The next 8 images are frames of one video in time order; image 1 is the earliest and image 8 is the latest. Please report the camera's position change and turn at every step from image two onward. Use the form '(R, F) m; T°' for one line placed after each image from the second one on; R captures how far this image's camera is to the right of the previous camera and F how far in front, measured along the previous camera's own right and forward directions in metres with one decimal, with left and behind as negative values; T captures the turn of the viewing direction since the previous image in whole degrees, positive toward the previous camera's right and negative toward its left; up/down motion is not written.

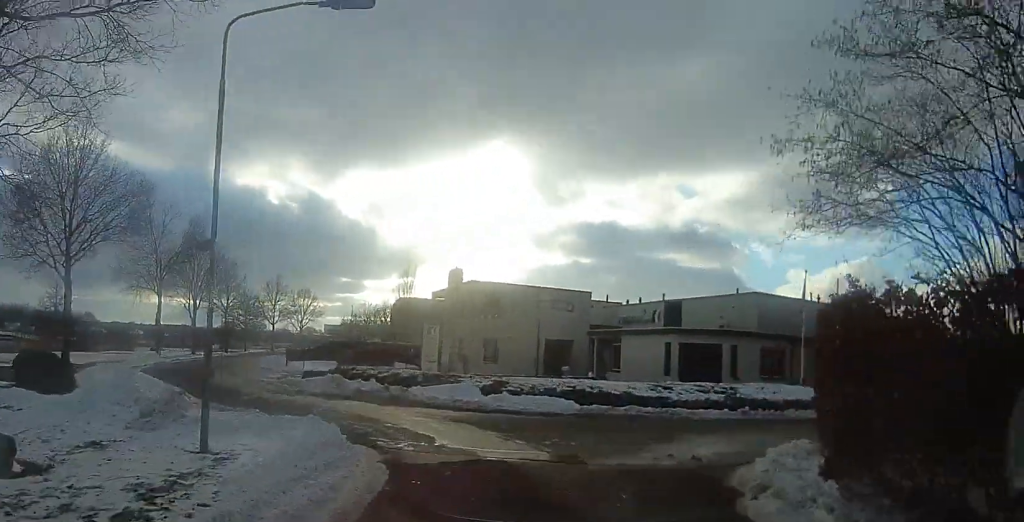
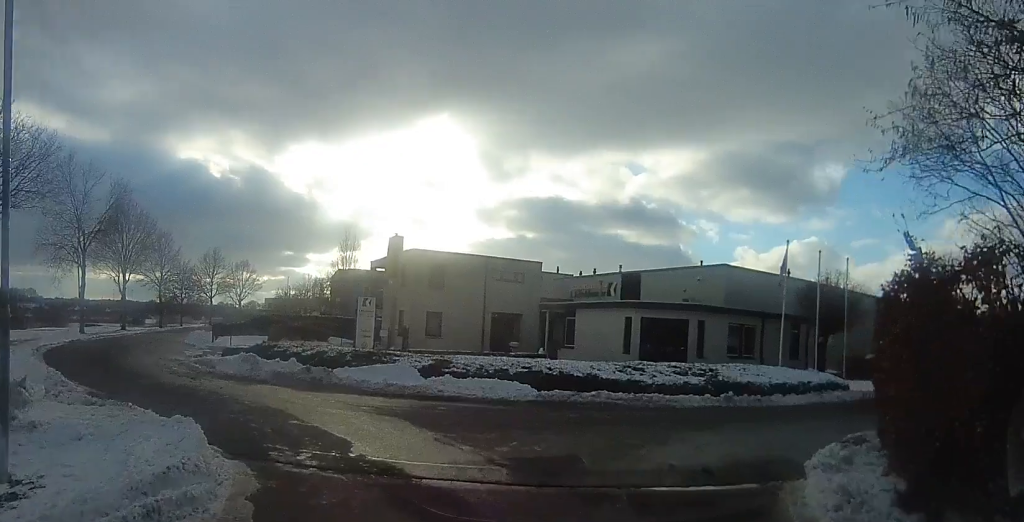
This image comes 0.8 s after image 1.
(+0.1, +2.8) m; +12°
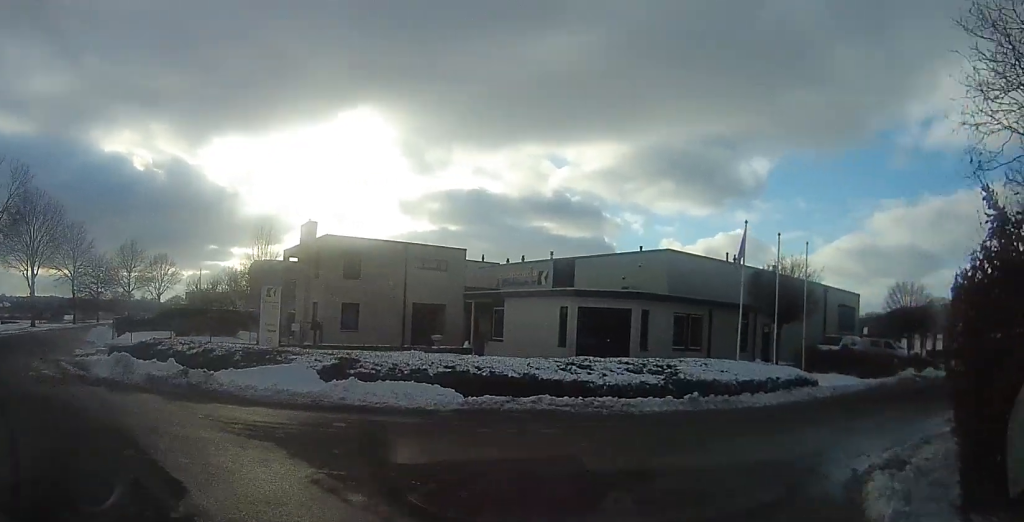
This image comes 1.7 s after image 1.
(+0.5, +2.8) m; +13°
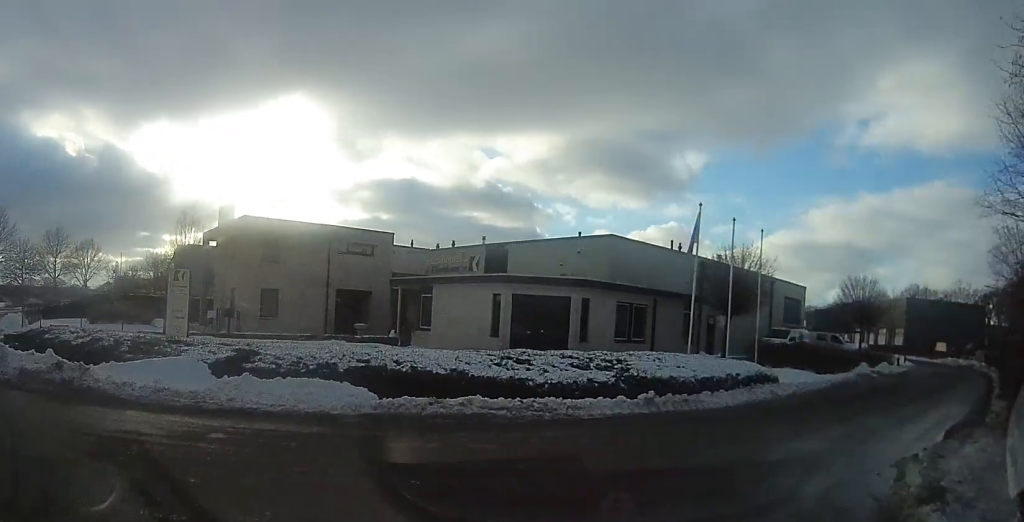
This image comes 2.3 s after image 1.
(0.0, +1.9) m; +9°
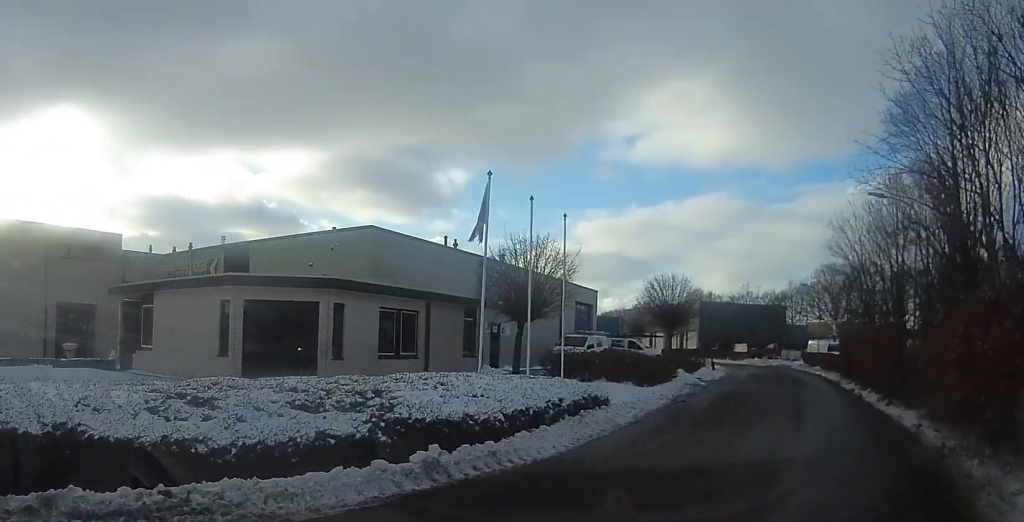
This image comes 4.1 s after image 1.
(+1.2, +5.2) m; +27°
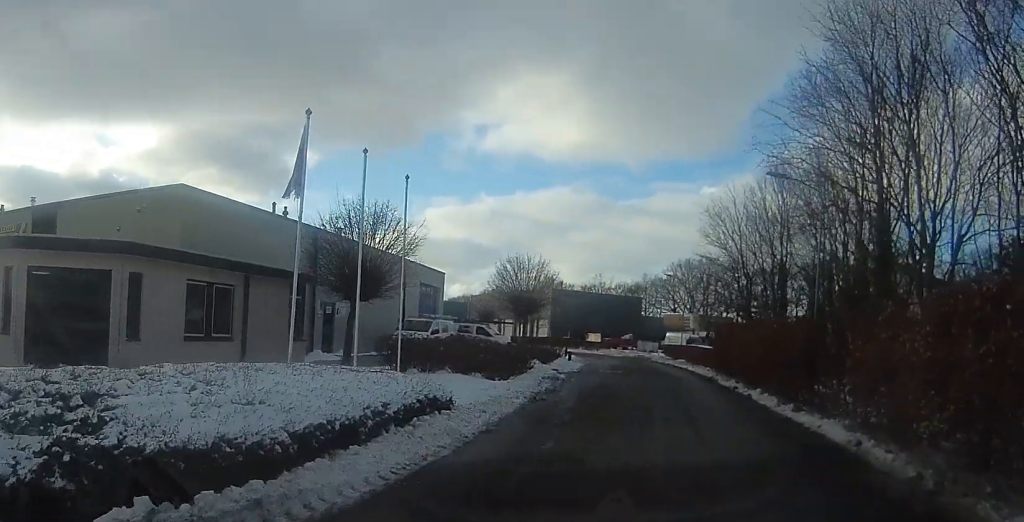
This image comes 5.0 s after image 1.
(+0.4, +3.0) m; +20°
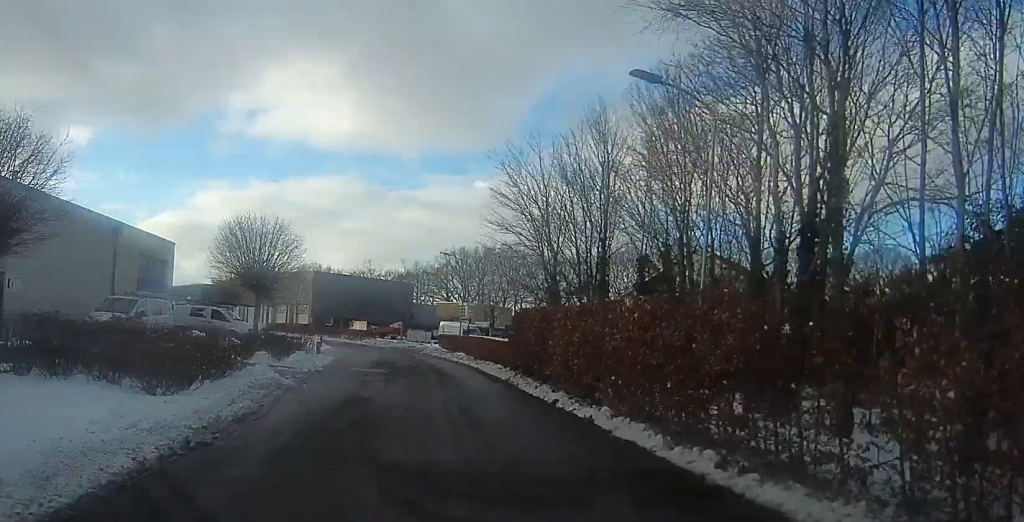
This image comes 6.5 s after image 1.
(+1.8, +6.8) m; +8°
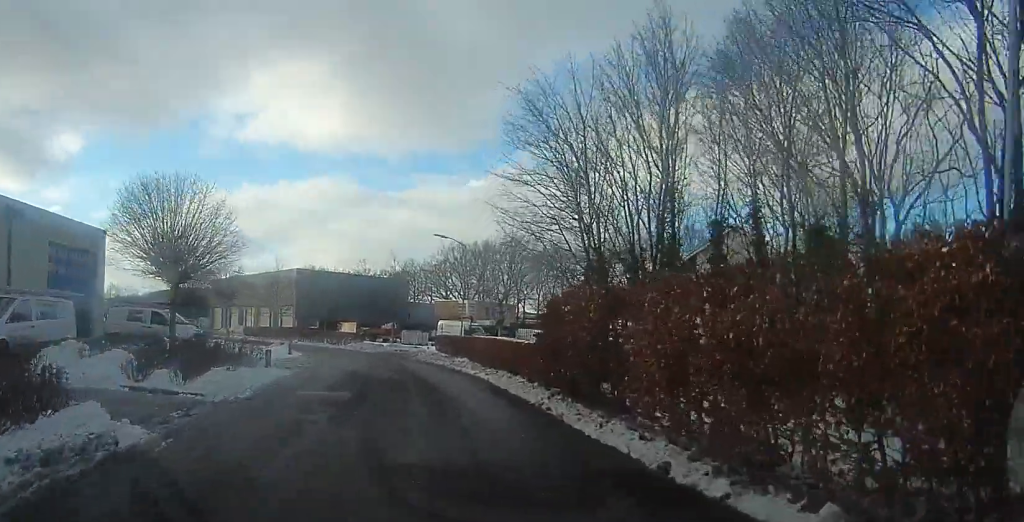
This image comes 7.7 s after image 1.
(-0.9, +6.5) m; -9°
